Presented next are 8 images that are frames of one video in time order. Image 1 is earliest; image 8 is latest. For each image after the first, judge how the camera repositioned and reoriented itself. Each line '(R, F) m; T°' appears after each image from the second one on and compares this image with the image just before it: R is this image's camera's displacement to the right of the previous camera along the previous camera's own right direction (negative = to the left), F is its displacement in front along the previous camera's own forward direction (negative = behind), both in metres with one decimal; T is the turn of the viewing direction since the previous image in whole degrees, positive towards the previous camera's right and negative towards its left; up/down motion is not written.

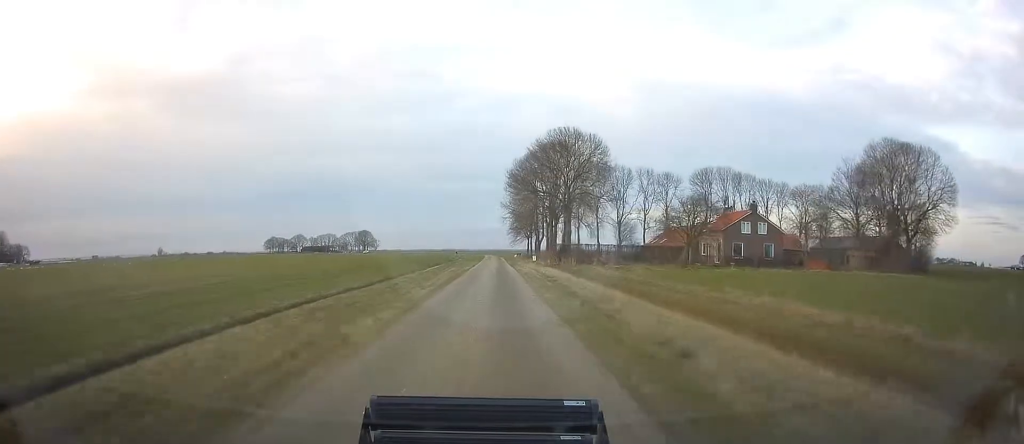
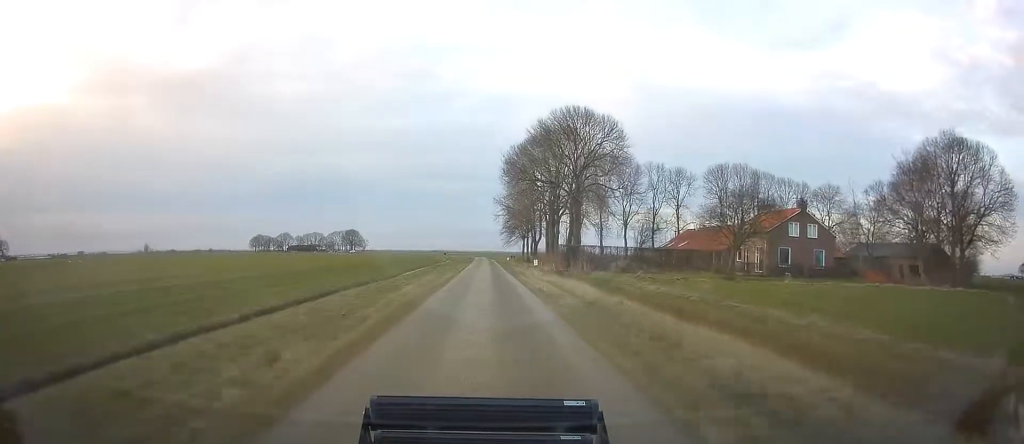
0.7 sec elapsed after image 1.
(+0.2, +14.0) m; +1°
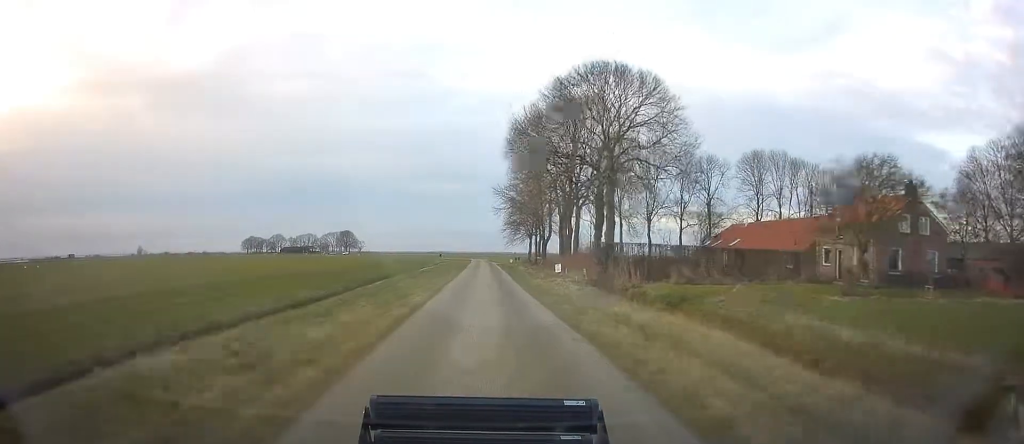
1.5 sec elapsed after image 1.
(+0.1, +17.8) m; 0°
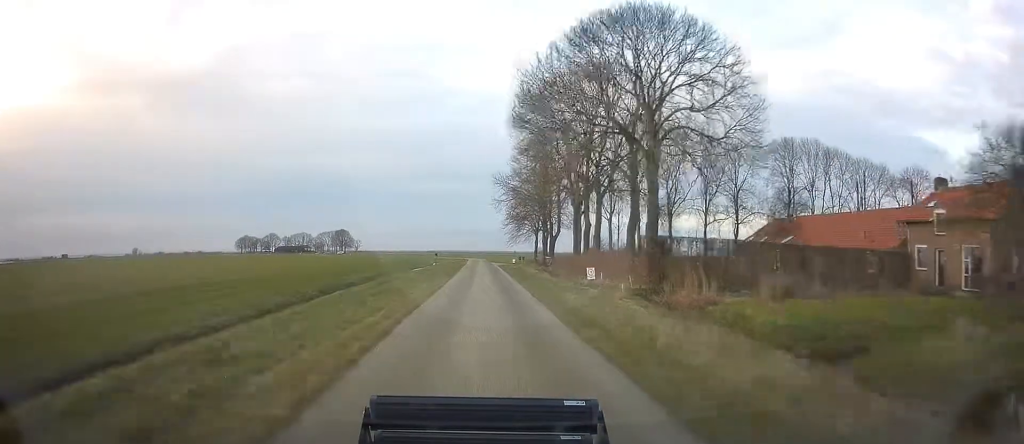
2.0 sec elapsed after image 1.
(0.0, +11.5) m; 0°
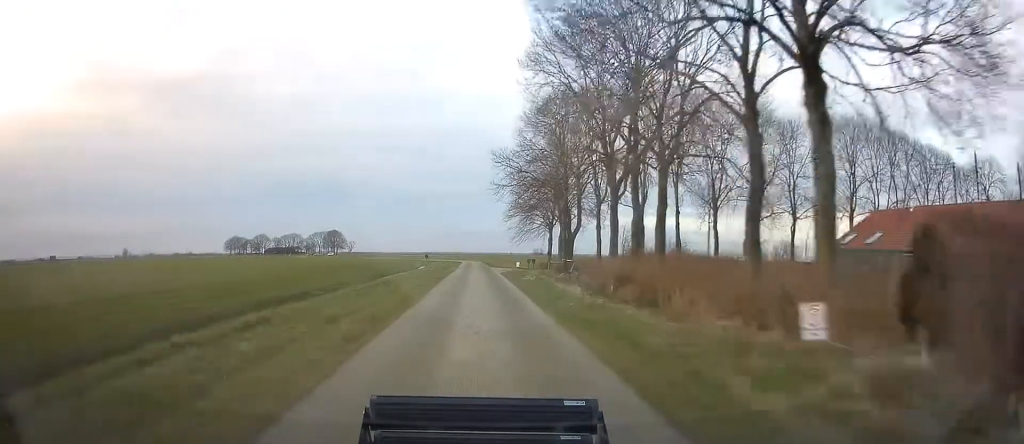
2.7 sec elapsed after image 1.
(+0.1, +18.8) m; 0°
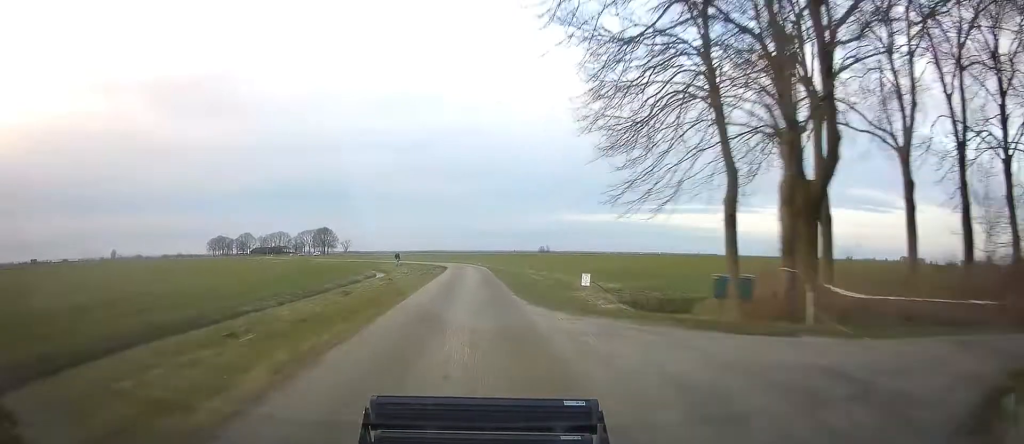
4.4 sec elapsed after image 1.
(0.0, +42.9) m; -1°
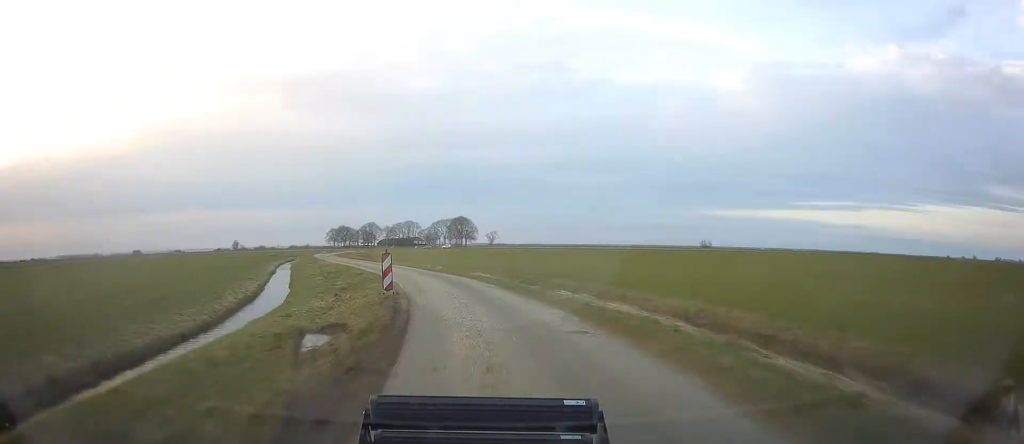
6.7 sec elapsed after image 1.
(-4.1, +60.2) m; -14°
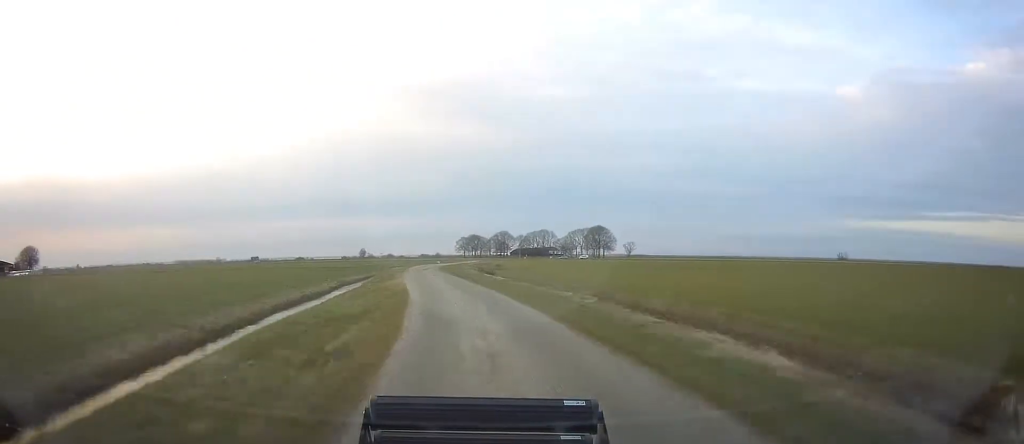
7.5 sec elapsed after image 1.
(-2.0, +21.0) m; -9°
